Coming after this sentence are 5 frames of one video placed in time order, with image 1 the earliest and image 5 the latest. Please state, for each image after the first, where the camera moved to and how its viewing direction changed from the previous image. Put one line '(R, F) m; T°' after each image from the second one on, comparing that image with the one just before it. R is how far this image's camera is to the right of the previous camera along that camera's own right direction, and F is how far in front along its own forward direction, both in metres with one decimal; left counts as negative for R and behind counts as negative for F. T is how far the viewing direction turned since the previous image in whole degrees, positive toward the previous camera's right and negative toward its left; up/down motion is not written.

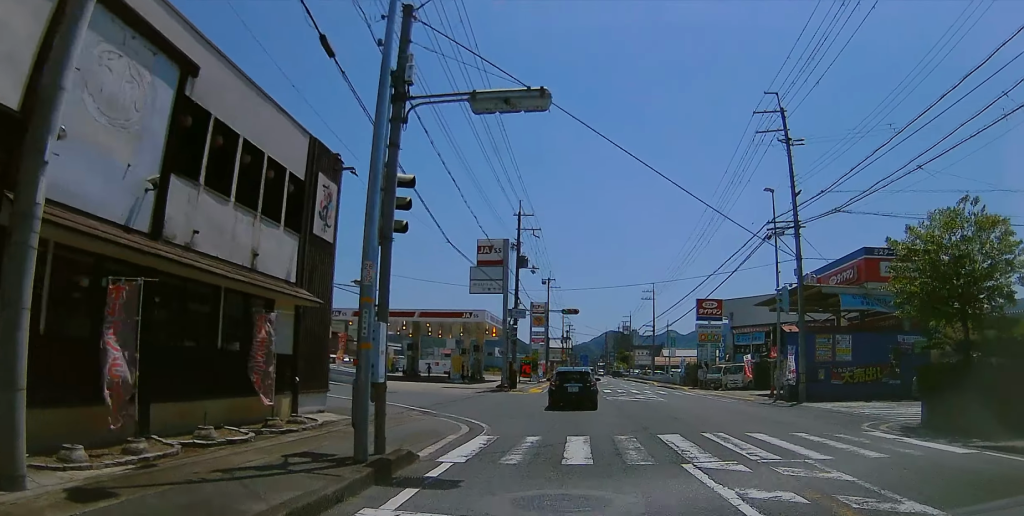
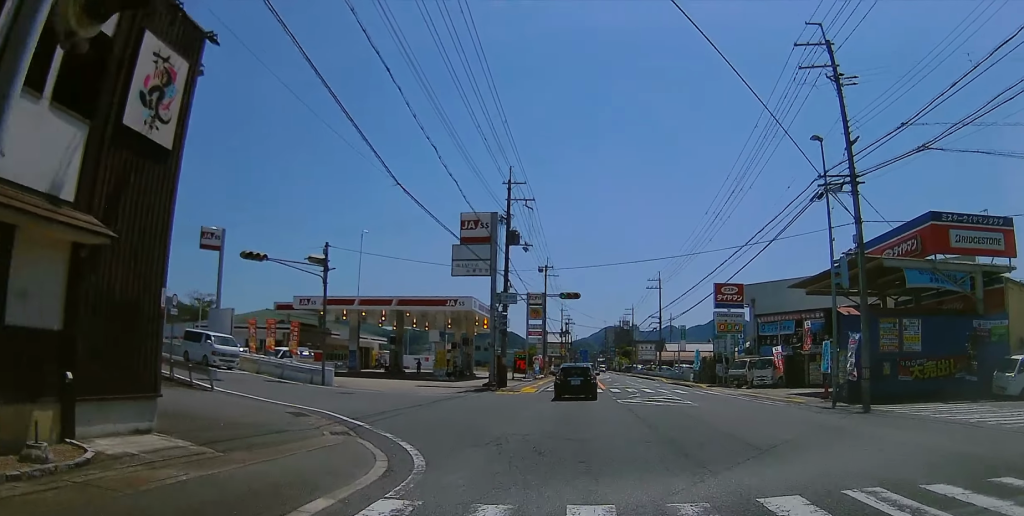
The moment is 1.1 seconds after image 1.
(0.0, +6.9) m; 0°
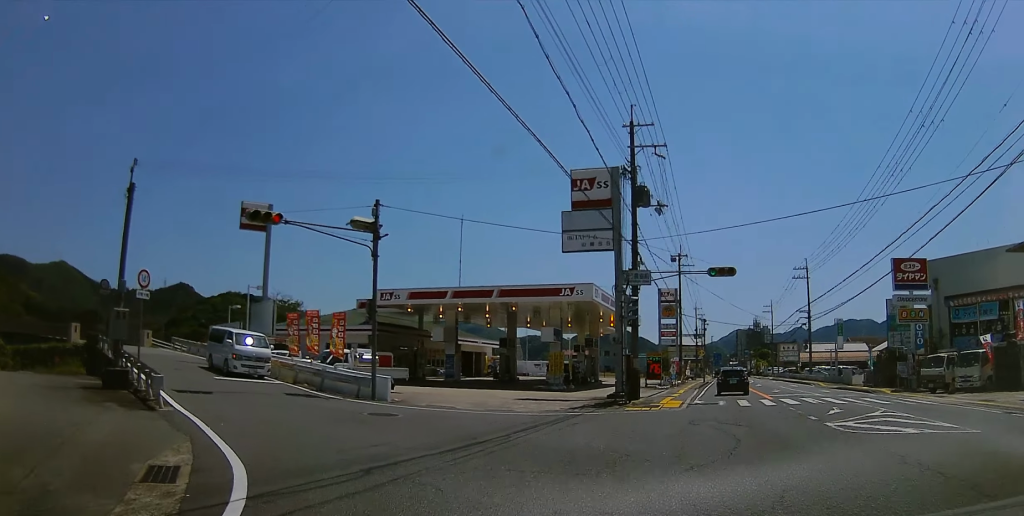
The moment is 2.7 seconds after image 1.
(-0.1, +9.9) m; -13°
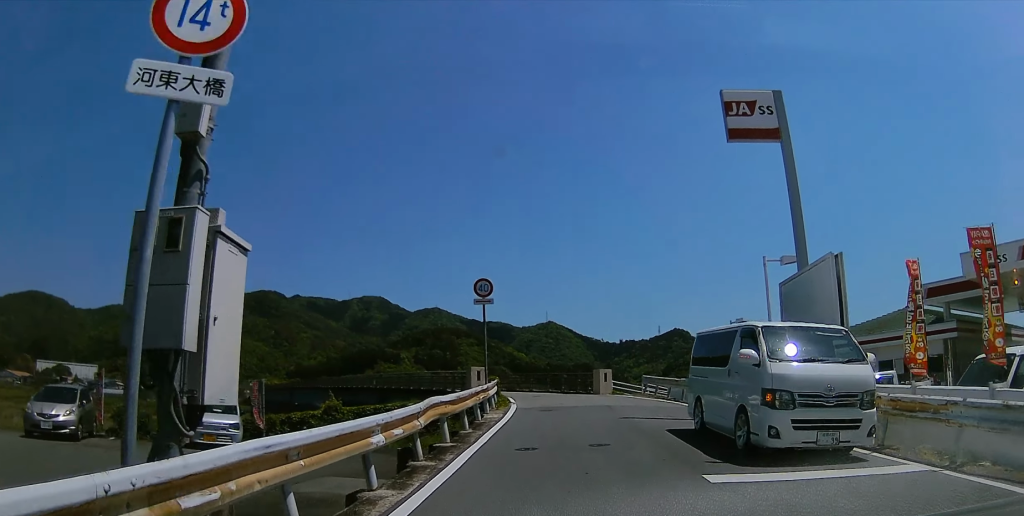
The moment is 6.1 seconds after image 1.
(-7.6, +15.7) m; -32°
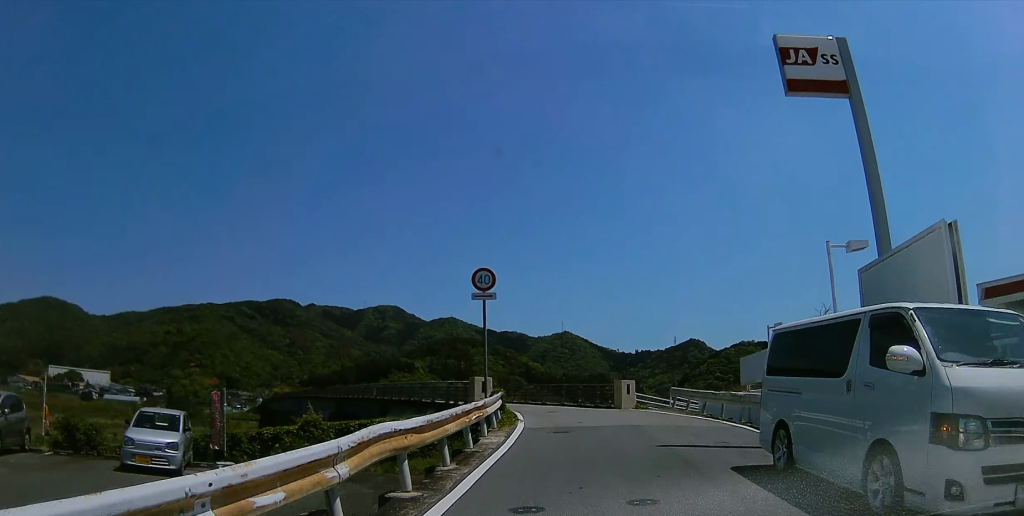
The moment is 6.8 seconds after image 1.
(0.0, +3.5) m; -2°
